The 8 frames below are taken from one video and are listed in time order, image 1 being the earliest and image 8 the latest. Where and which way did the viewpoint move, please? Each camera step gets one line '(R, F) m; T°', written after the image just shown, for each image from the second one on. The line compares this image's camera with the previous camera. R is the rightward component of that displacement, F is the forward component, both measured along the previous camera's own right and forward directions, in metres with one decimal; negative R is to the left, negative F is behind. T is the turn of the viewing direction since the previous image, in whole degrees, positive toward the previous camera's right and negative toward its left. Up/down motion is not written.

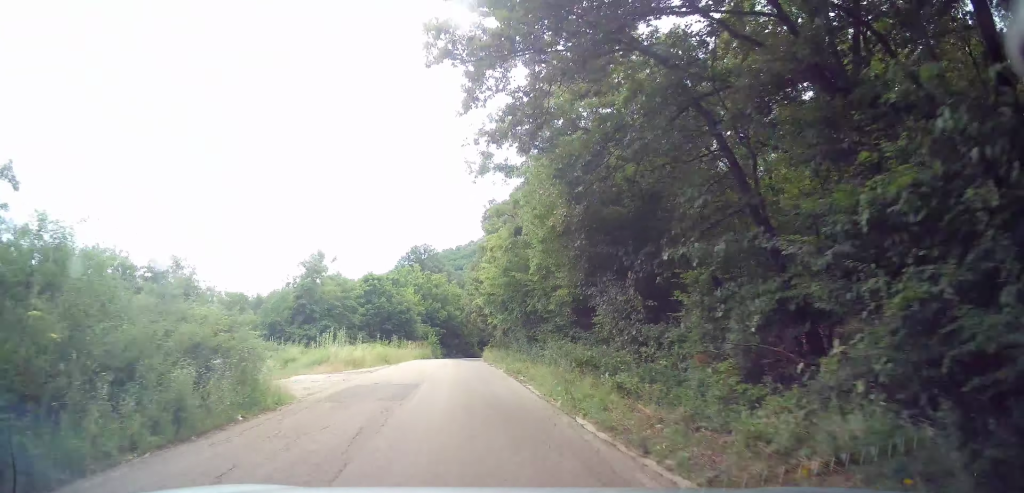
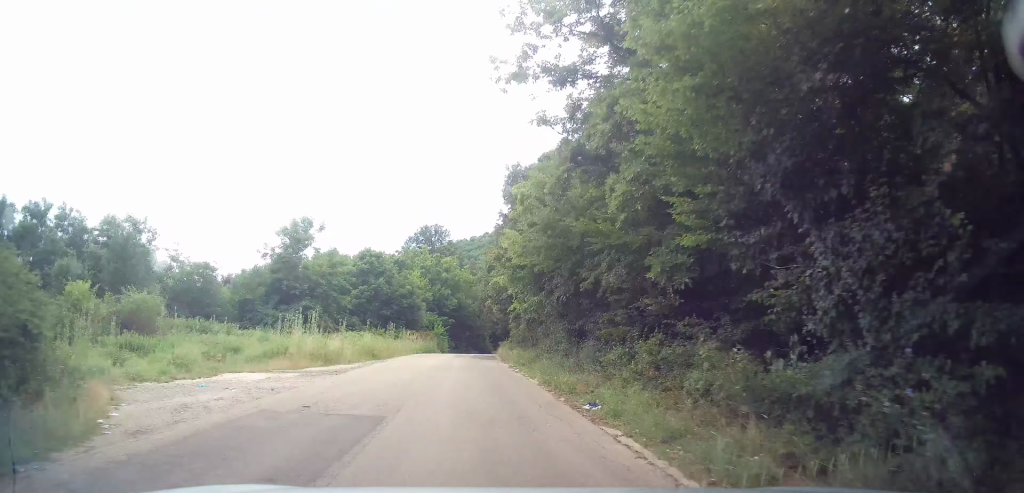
(-0.2, +7.8) m; -1°
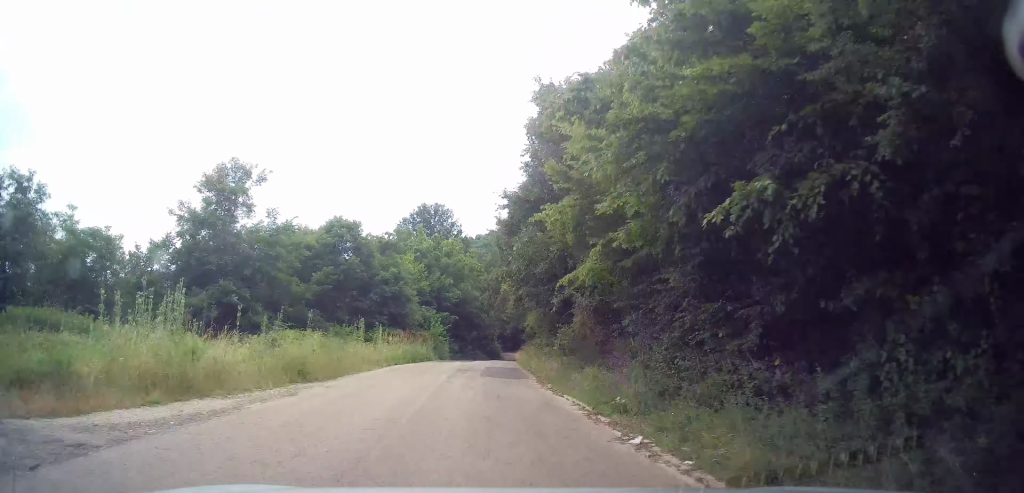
(0.0, +10.8) m; +1°
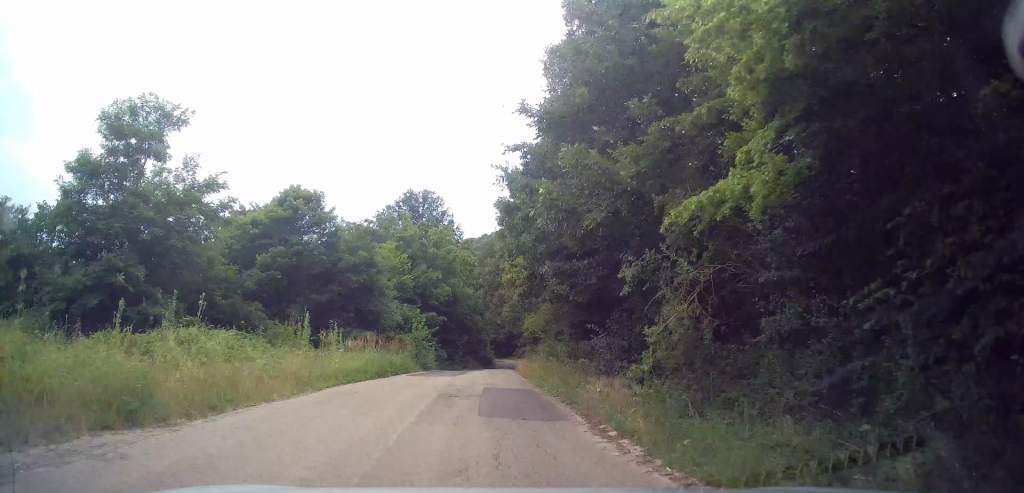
(0.0, +6.0) m; 0°
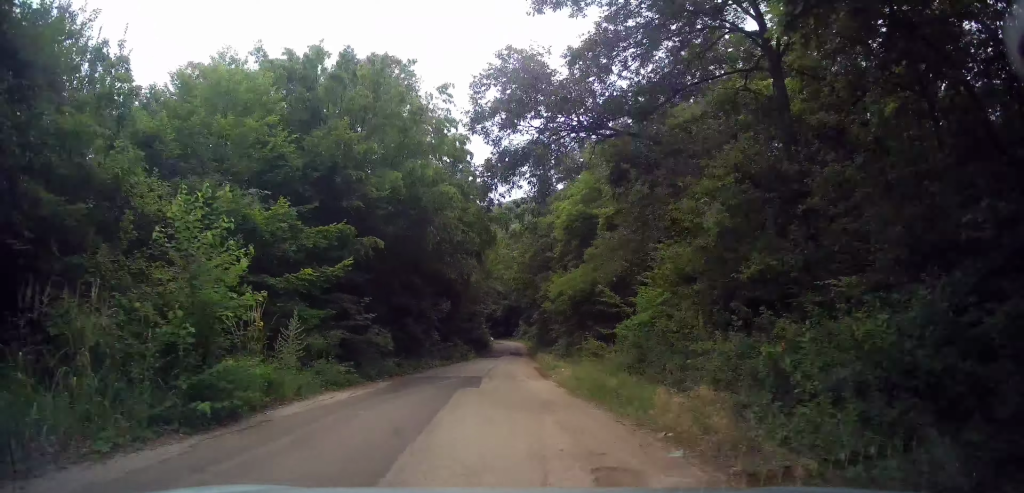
(+0.3, +19.9) m; -1°
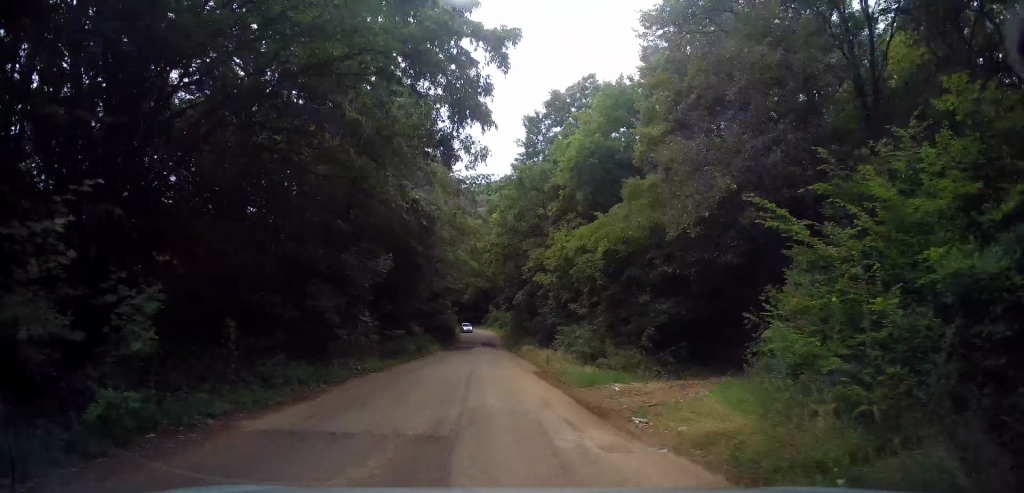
(-0.4, +12.0) m; -4°
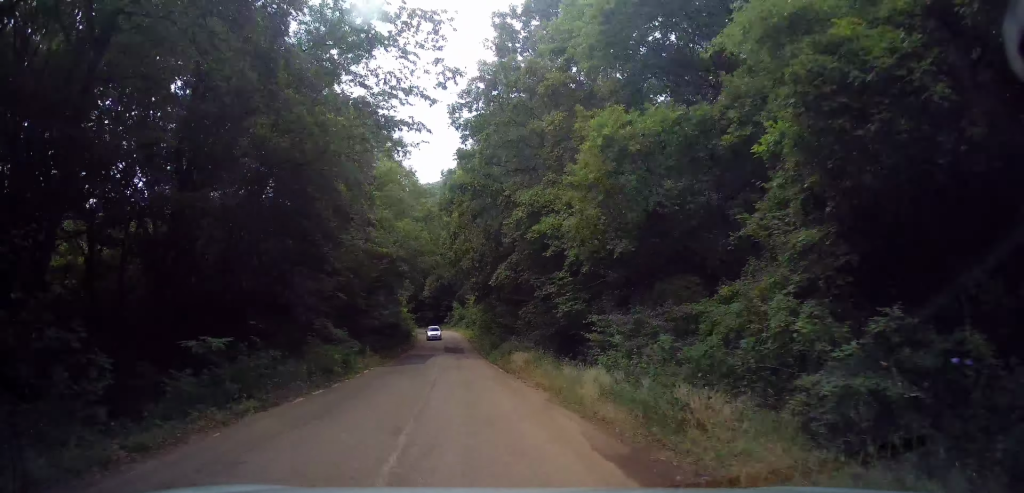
(-0.8, +16.1) m; +4°
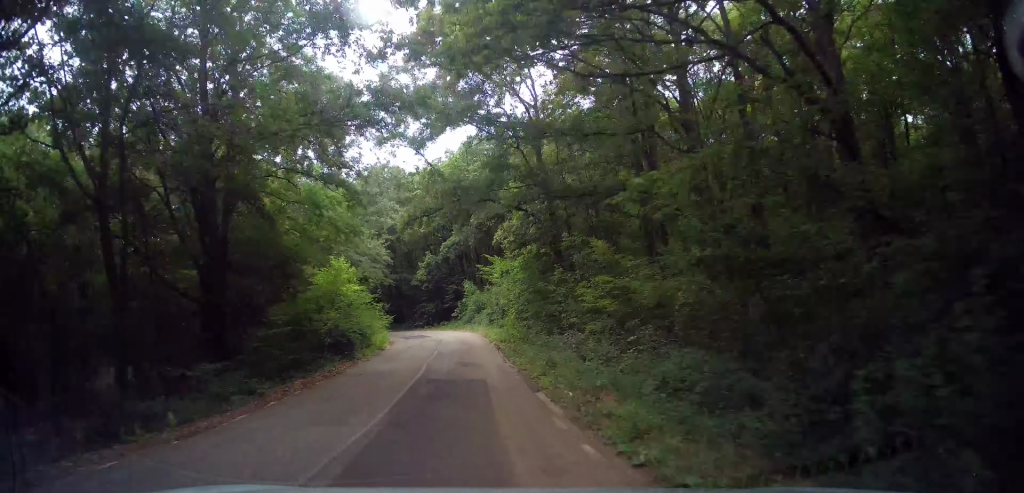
(+8.6, +41.4) m; +12°
